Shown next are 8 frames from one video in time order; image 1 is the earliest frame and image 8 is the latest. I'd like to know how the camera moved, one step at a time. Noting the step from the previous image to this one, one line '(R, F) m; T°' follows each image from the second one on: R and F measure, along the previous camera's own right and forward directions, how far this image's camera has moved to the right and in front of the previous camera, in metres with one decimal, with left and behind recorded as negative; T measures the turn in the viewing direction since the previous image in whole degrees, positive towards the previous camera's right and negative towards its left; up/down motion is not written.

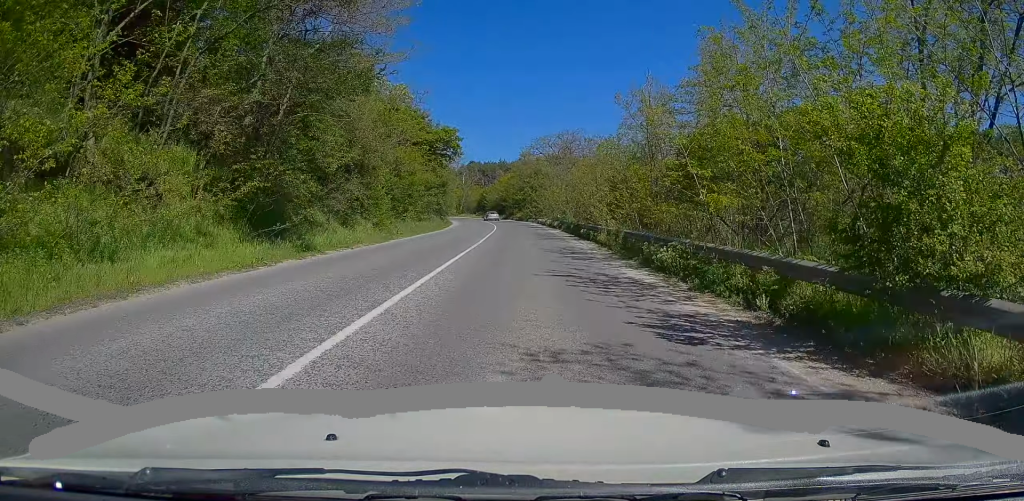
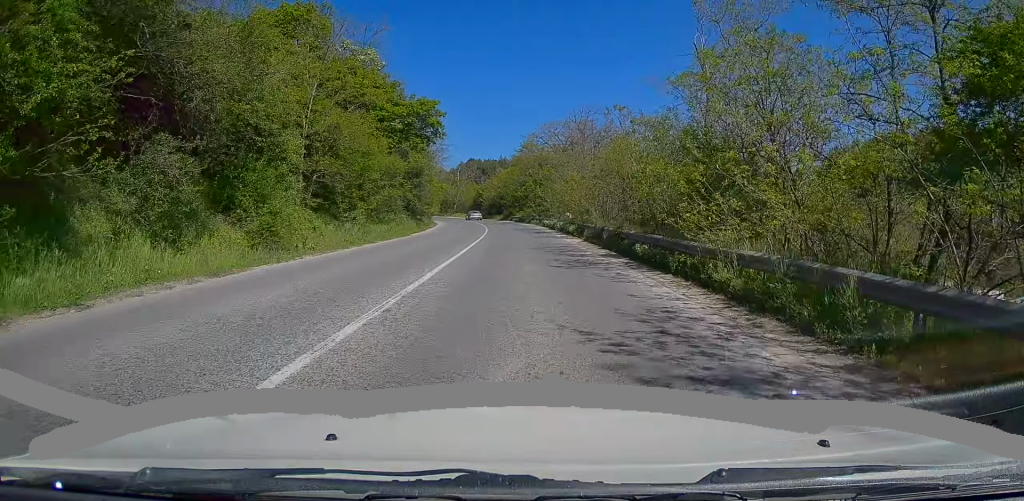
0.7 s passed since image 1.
(0.0, +14.7) m; 0°
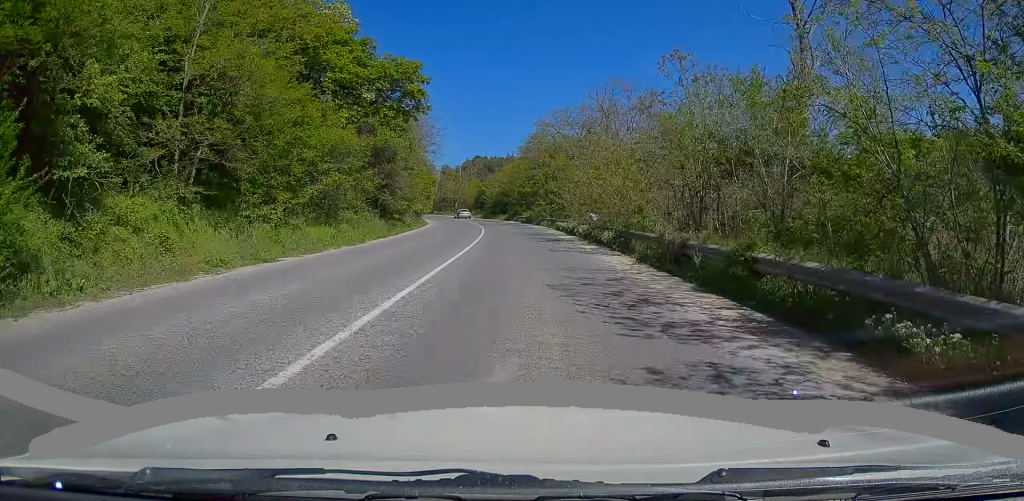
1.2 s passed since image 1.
(0.0, +11.3) m; 0°
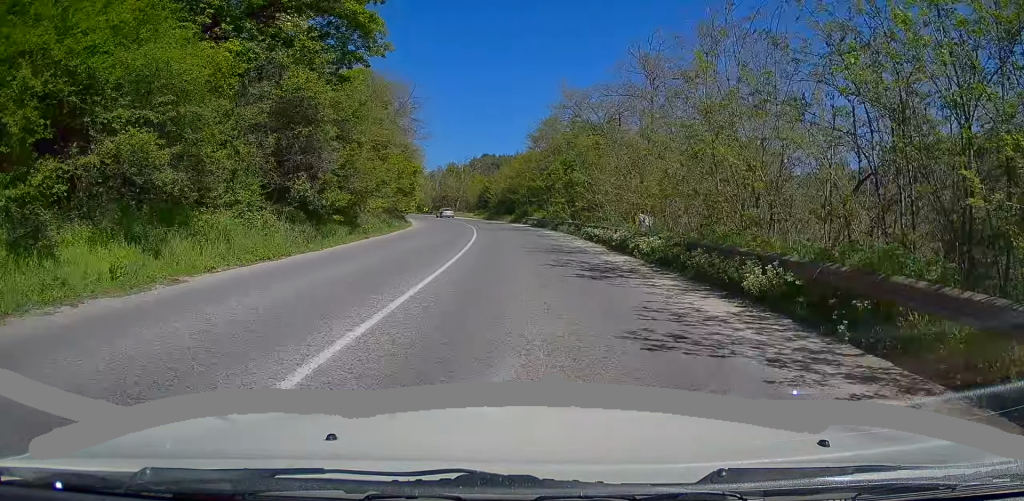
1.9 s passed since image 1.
(+0.2, +13.5) m; -1°
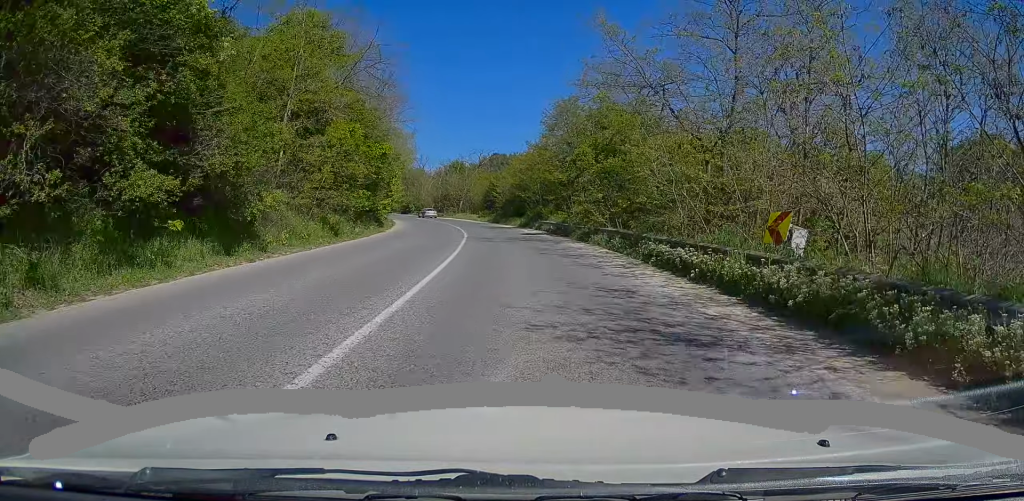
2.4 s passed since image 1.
(-0.2, +12.1) m; -2°
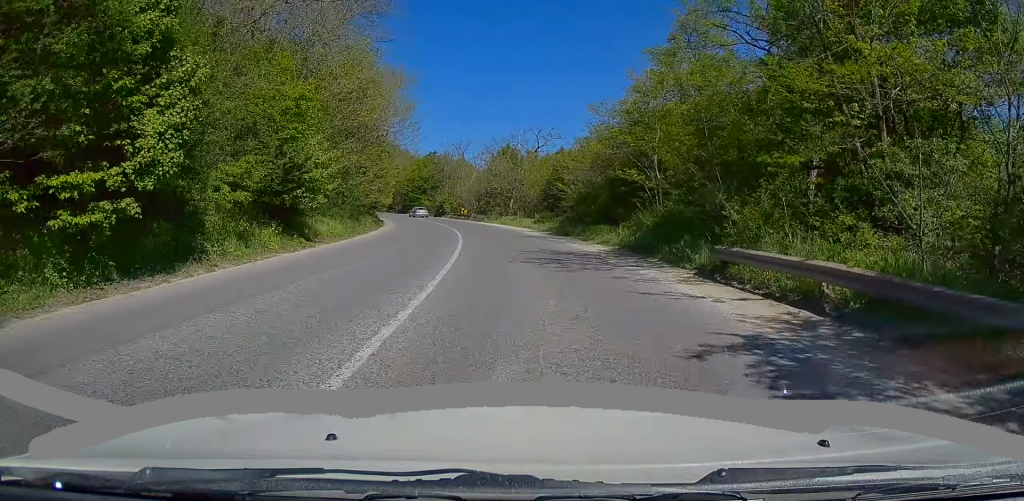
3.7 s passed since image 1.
(-1.0, +28.1) m; -4°
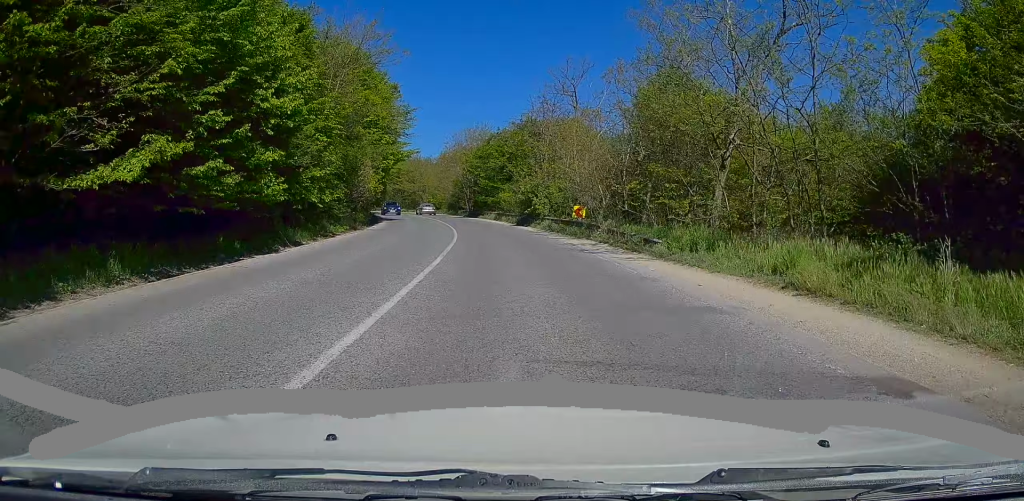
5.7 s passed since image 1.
(-3.4, +43.4) m; -10°
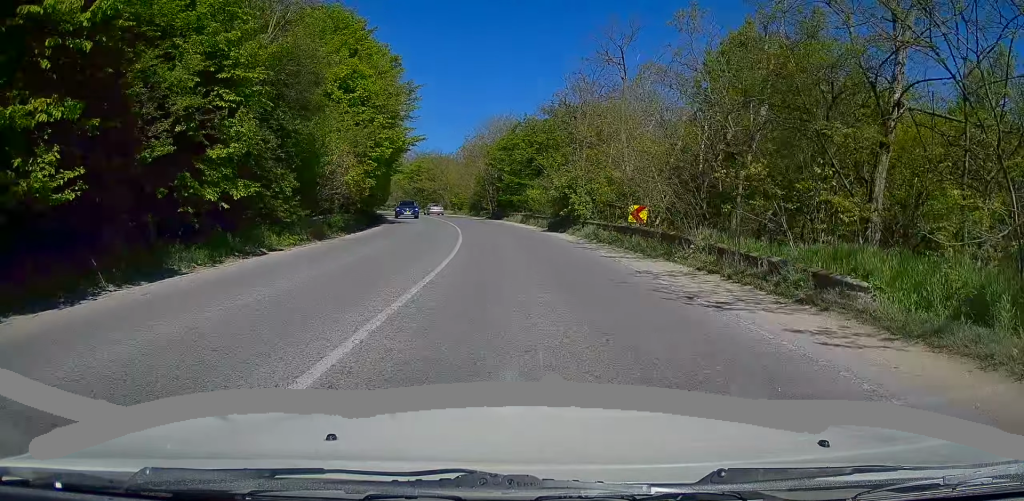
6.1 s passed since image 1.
(0.0, +8.9) m; -2°
